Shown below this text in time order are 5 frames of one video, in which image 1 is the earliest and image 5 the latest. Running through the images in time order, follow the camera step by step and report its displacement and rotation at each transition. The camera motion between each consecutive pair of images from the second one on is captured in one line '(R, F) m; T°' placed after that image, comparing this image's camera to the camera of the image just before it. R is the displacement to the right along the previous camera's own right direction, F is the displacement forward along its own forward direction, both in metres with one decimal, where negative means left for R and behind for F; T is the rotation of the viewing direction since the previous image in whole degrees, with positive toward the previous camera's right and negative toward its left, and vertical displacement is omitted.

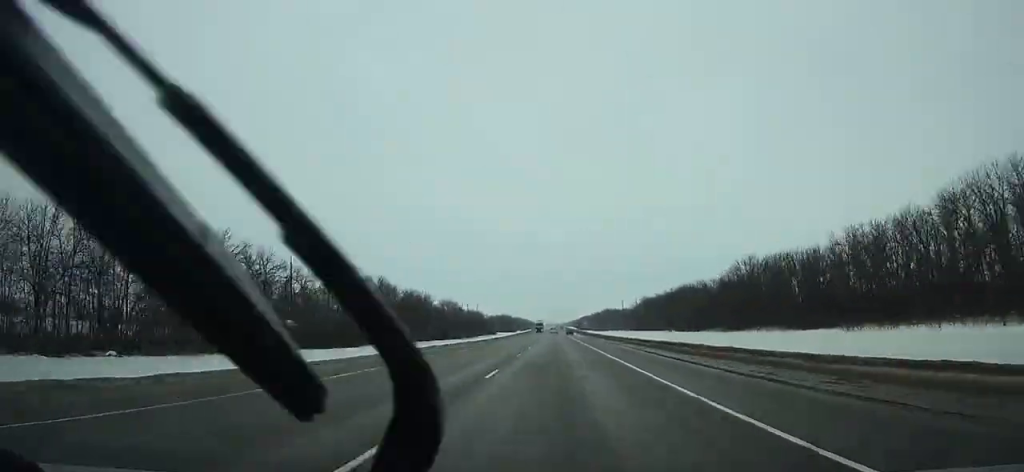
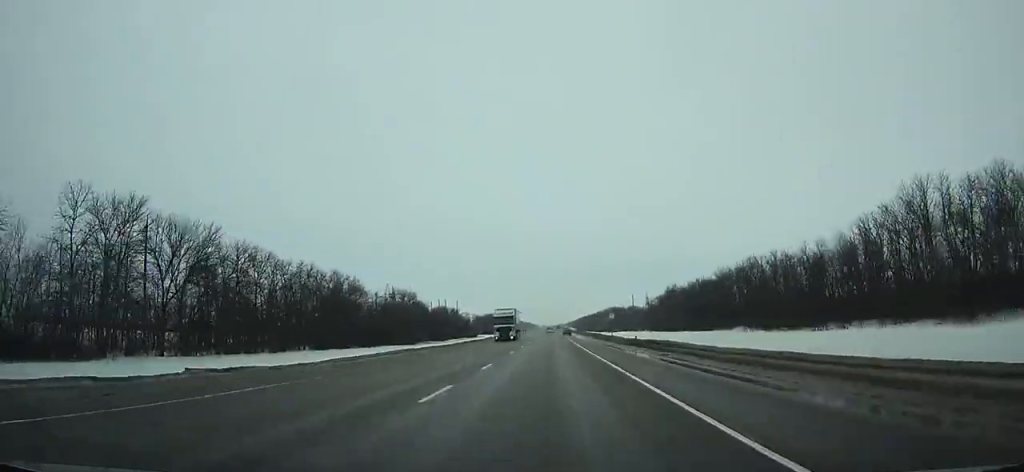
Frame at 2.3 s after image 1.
(+0.2, +64.7) m; 0°
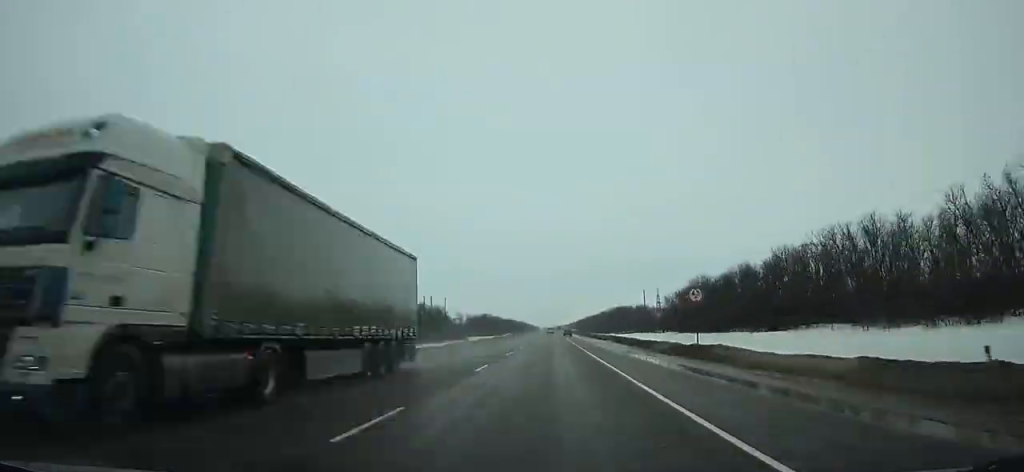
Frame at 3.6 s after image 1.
(0.0, +36.5) m; 0°
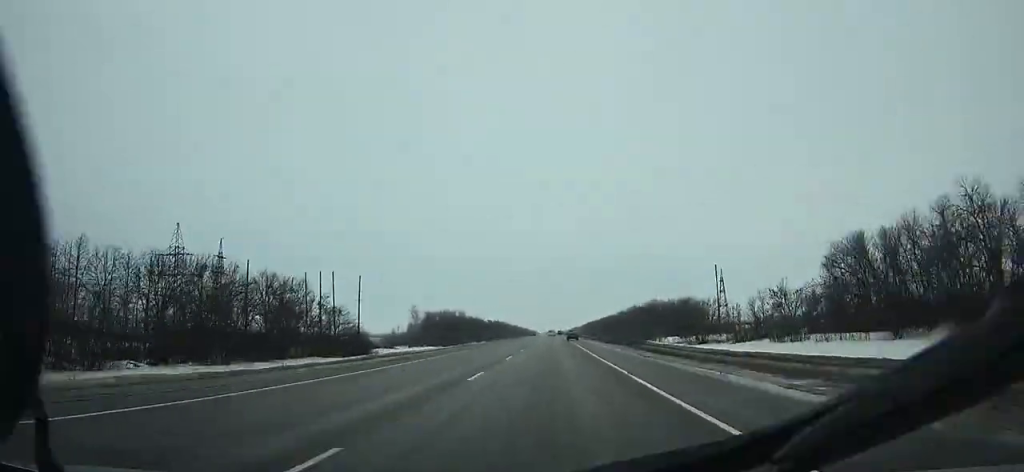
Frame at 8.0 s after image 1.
(-0.6, +122.4) m; 0°
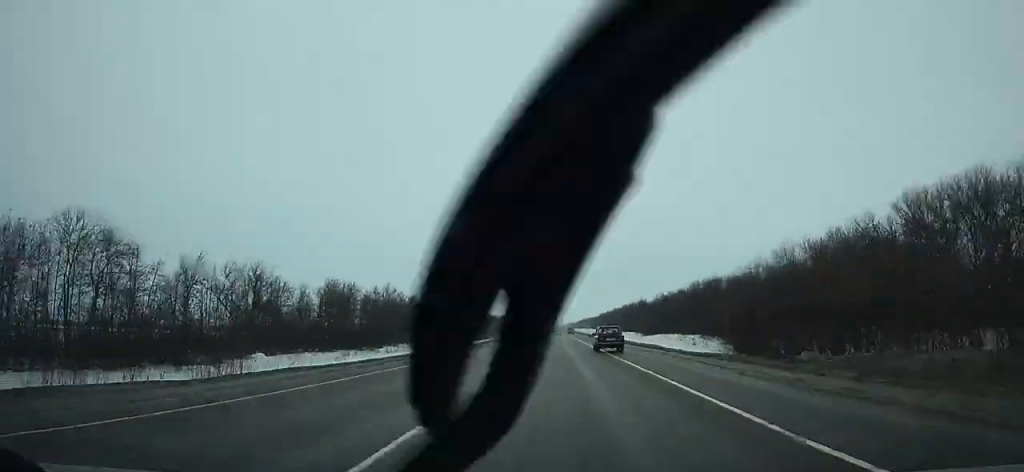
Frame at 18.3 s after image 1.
(+0.3, +286.4) m; 0°
